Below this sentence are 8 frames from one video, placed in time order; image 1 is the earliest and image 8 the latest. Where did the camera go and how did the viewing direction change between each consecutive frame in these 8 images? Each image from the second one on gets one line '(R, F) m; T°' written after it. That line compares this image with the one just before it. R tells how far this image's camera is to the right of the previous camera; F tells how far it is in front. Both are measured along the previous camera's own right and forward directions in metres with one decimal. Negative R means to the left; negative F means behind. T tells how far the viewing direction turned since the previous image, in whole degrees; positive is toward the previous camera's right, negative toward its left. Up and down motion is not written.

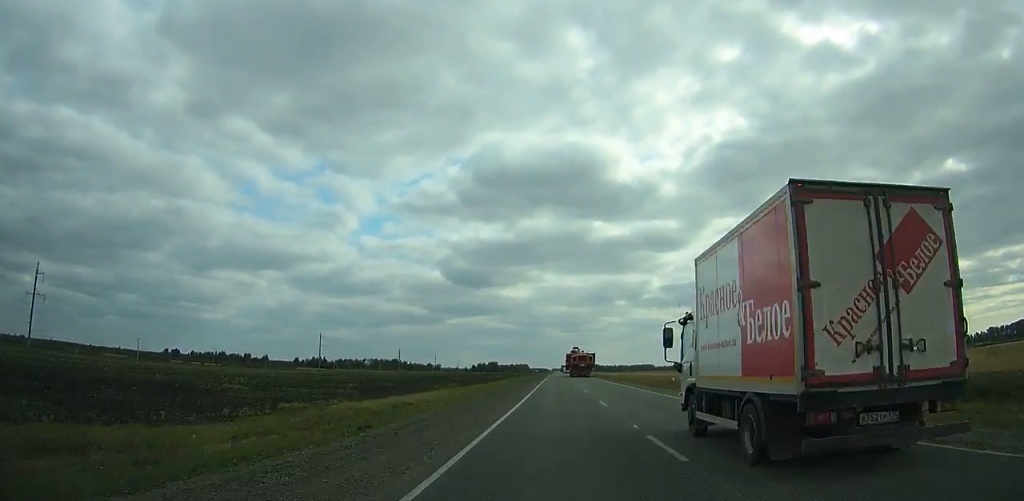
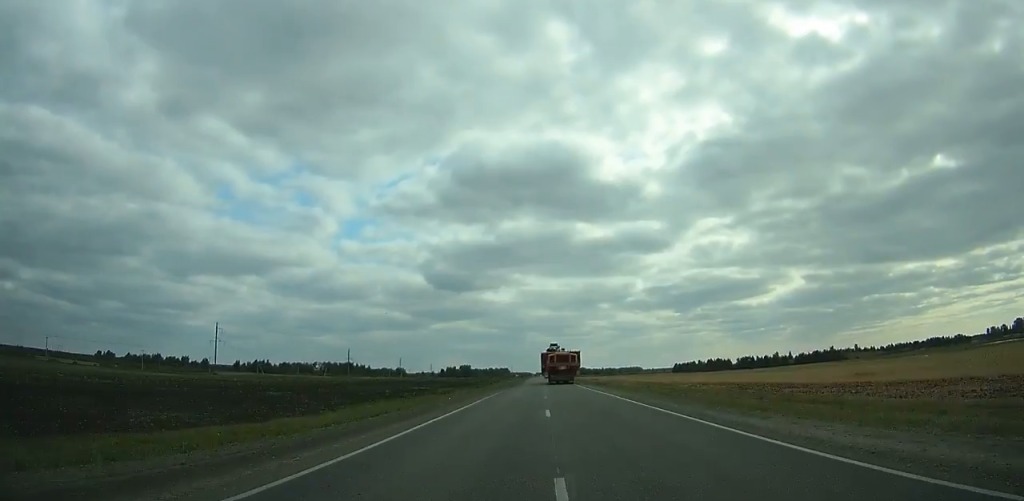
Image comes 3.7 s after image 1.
(+0.7, +96.8) m; +1°
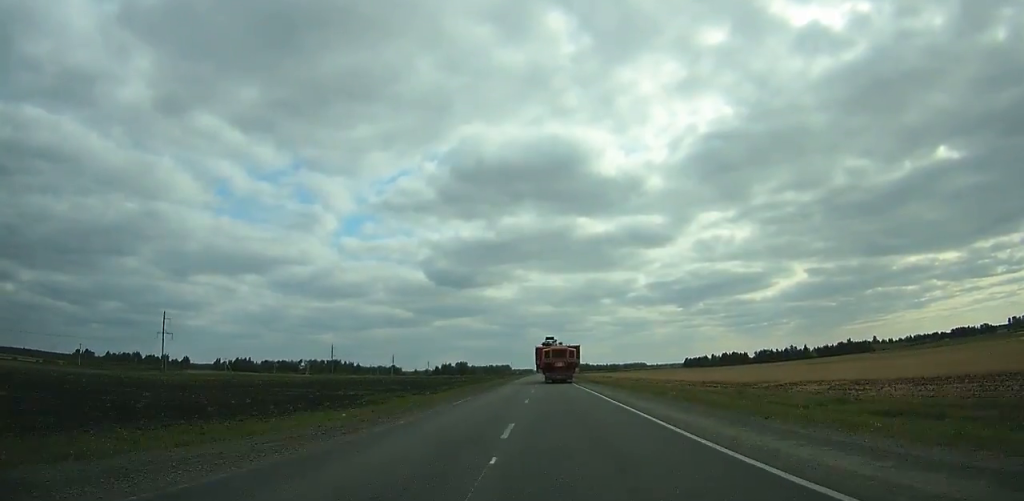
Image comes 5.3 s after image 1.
(+0.4, +41.2) m; 0°
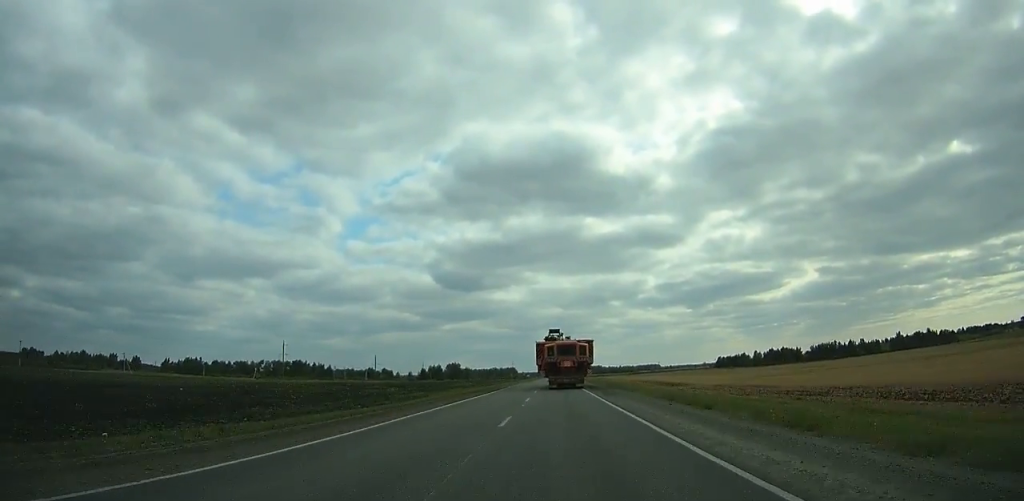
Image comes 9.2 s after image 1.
(-0.9, +95.5) m; -1°
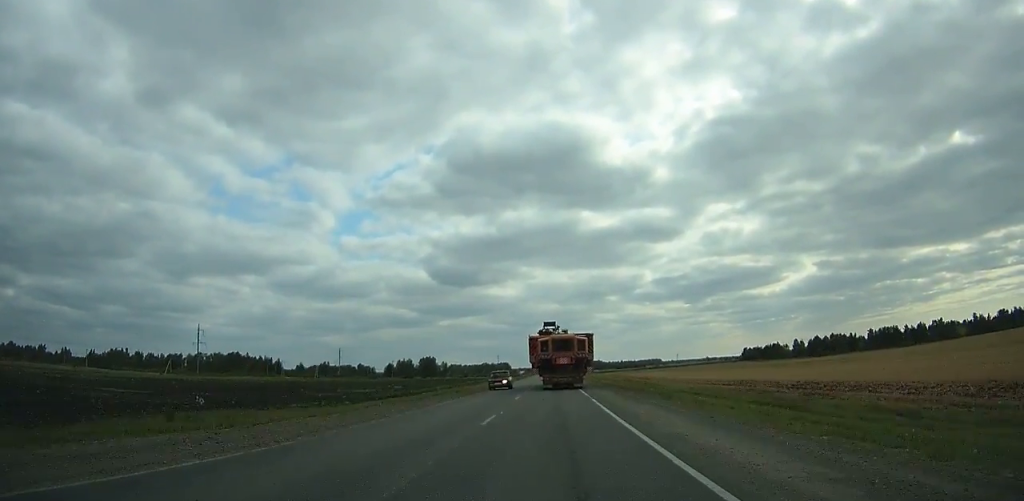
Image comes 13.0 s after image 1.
(-0.1, +87.2) m; 0°
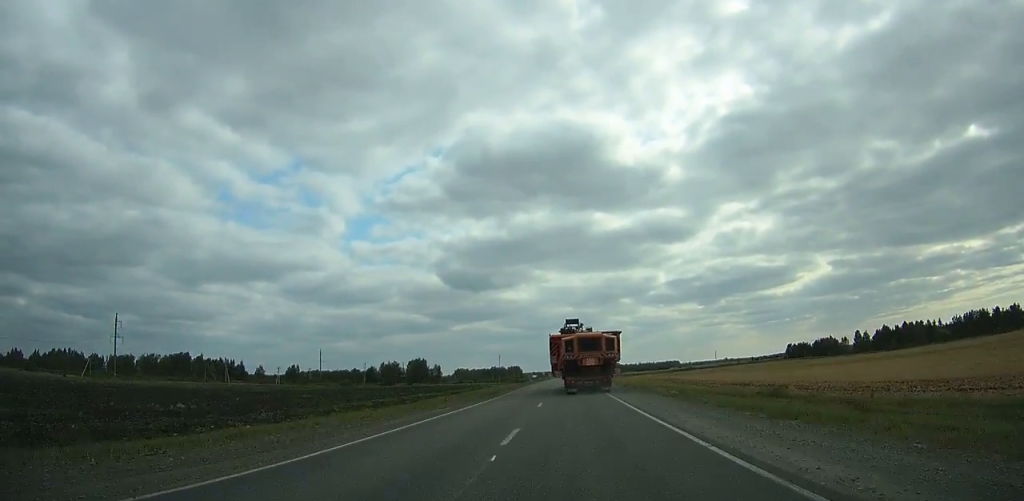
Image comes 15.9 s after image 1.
(-0.2, +64.3) m; 0°
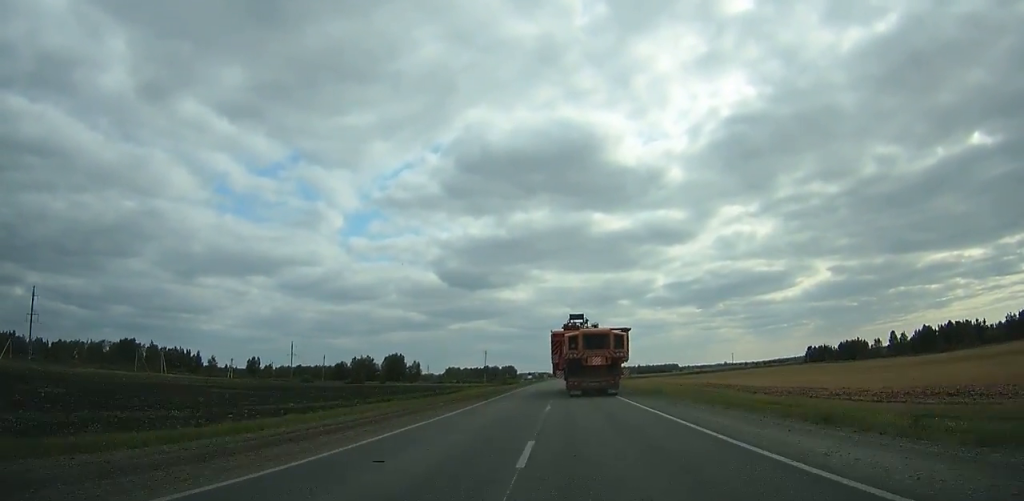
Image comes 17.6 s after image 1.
(-0.3, +37.2) m; 0°
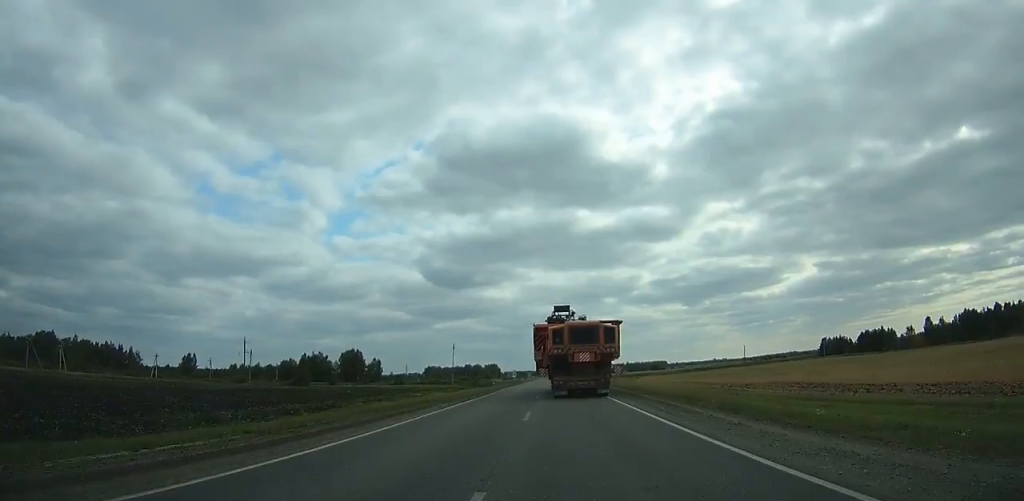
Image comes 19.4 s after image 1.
(+0.2, +38.6) m; 0°
